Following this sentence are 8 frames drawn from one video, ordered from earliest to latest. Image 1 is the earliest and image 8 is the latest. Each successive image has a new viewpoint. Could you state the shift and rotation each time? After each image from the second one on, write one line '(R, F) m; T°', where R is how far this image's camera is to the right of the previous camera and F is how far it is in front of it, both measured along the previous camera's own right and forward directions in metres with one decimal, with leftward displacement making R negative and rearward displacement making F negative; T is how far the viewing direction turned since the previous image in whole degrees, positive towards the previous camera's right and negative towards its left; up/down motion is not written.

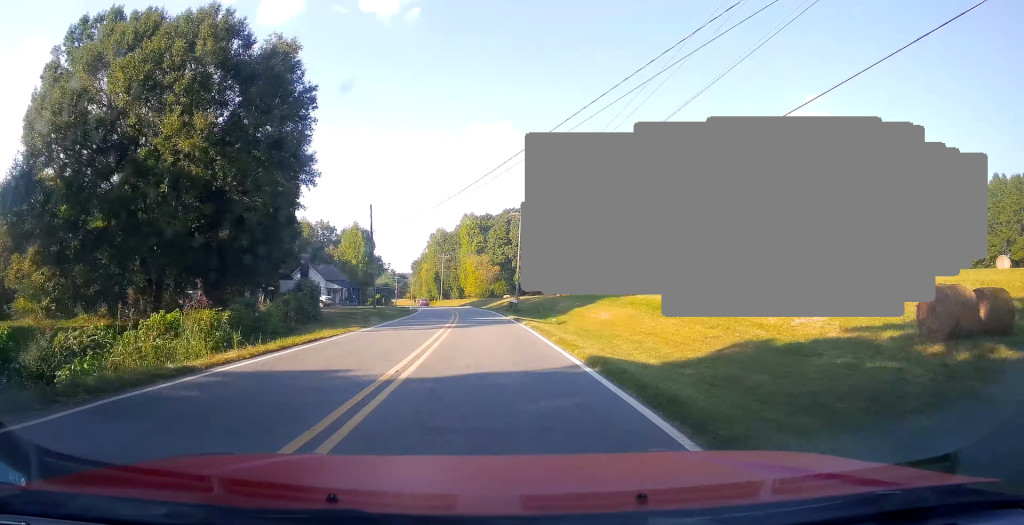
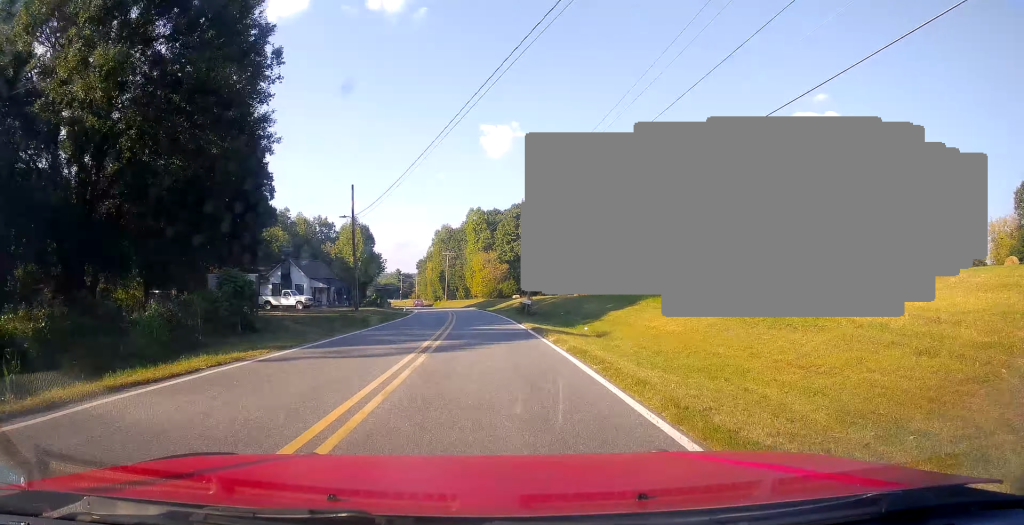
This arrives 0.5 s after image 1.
(-0.4, +9.2) m; -1°
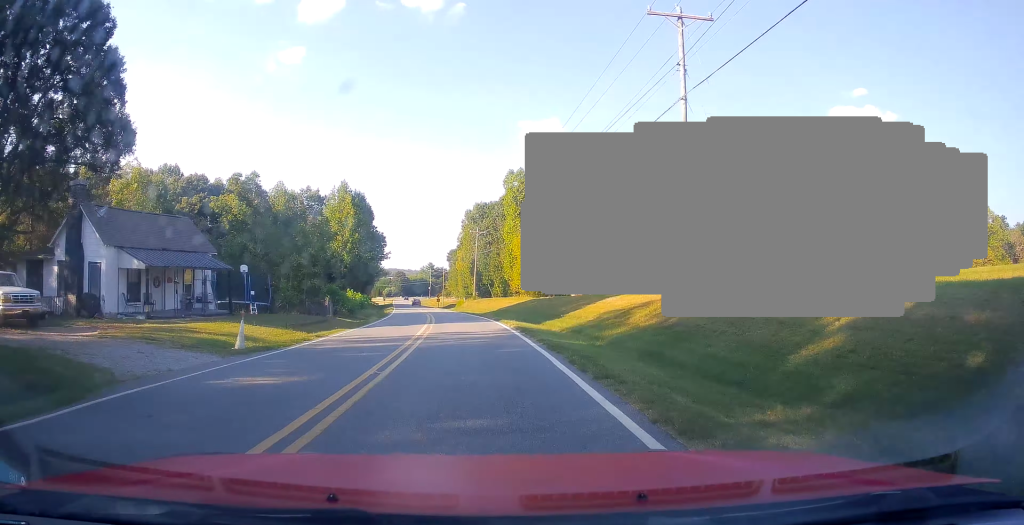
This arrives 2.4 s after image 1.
(-0.4, +39.7) m; -2°
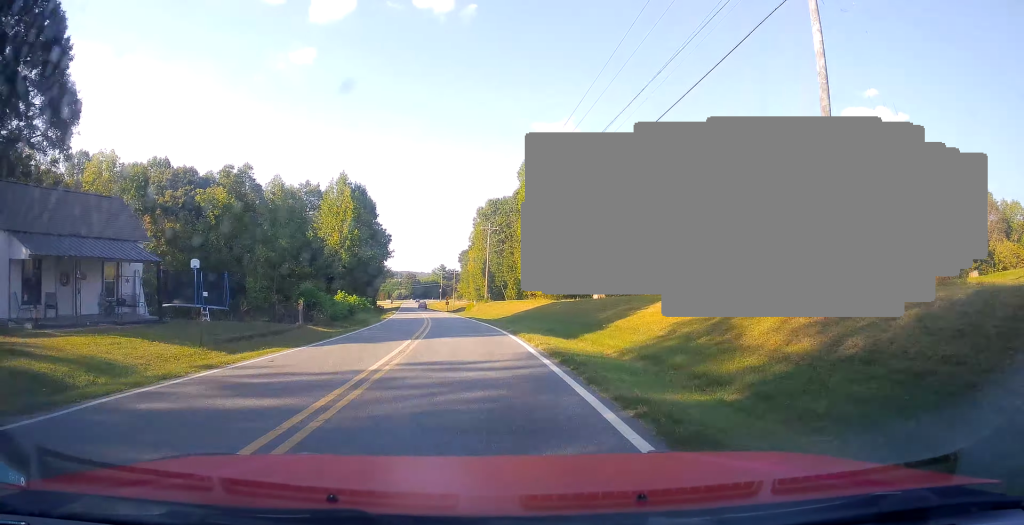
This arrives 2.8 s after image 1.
(+0.1, +8.8) m; -1°
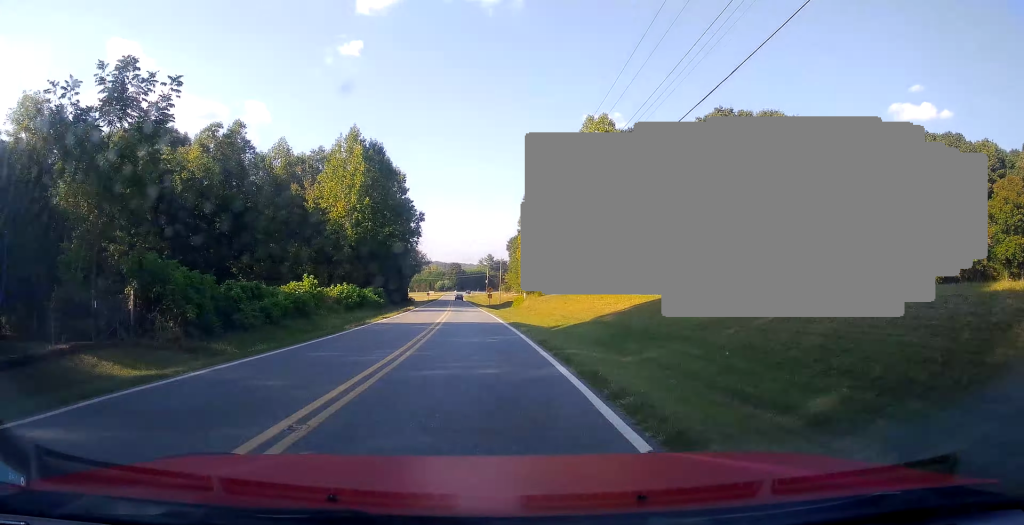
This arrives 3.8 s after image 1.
(-0.8, +20.3) m; -4°
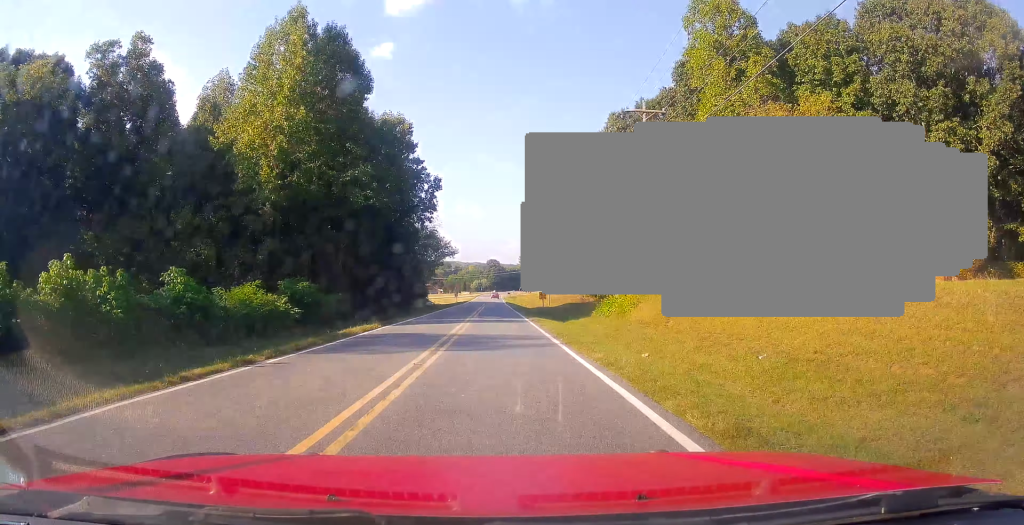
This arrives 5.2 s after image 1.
(-1.5, +31.5) m; -4°
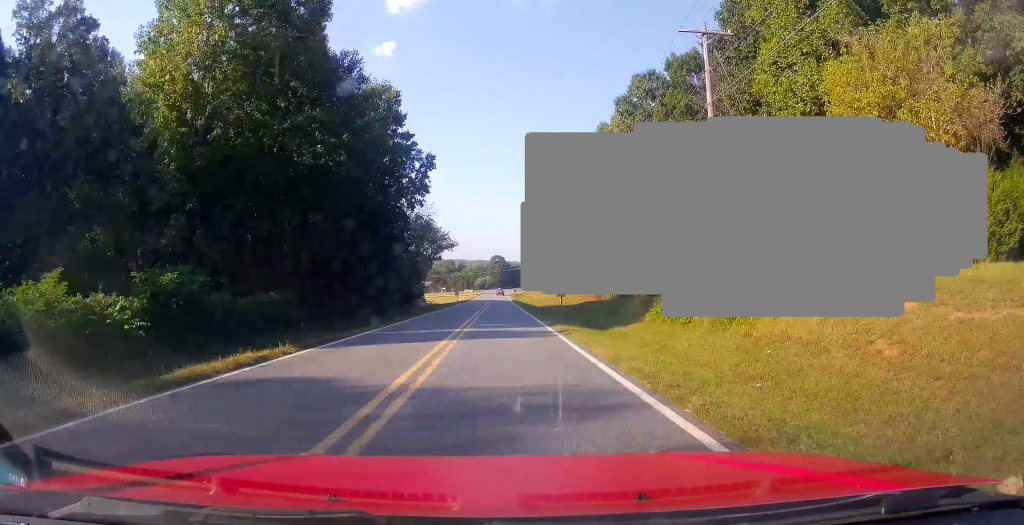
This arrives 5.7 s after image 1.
(0.0, +10.9) m; 0°
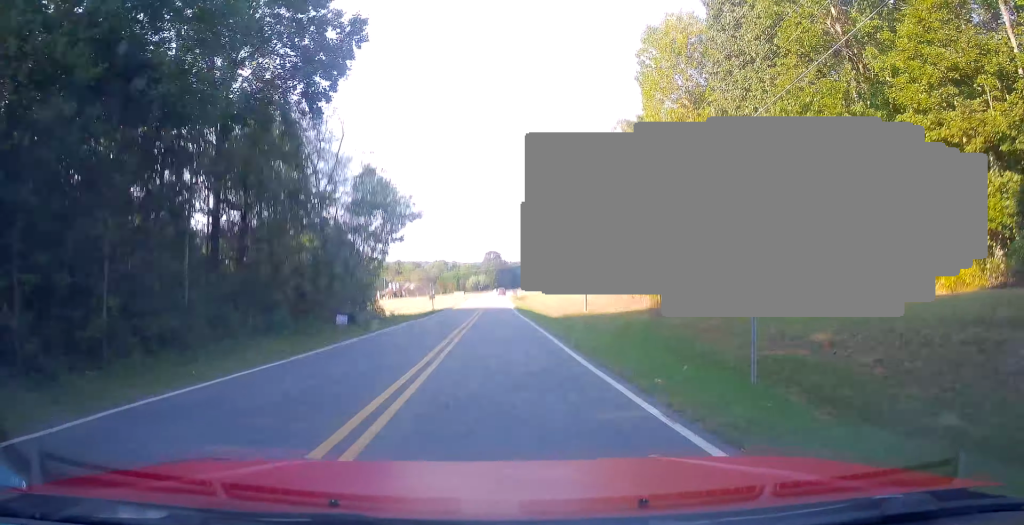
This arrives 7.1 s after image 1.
(0.0, +30.8) m; 0°
